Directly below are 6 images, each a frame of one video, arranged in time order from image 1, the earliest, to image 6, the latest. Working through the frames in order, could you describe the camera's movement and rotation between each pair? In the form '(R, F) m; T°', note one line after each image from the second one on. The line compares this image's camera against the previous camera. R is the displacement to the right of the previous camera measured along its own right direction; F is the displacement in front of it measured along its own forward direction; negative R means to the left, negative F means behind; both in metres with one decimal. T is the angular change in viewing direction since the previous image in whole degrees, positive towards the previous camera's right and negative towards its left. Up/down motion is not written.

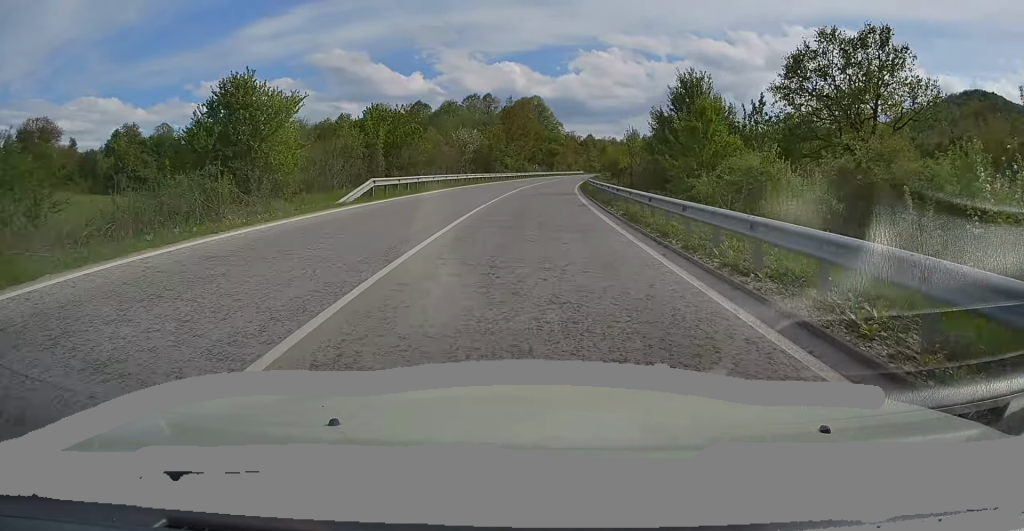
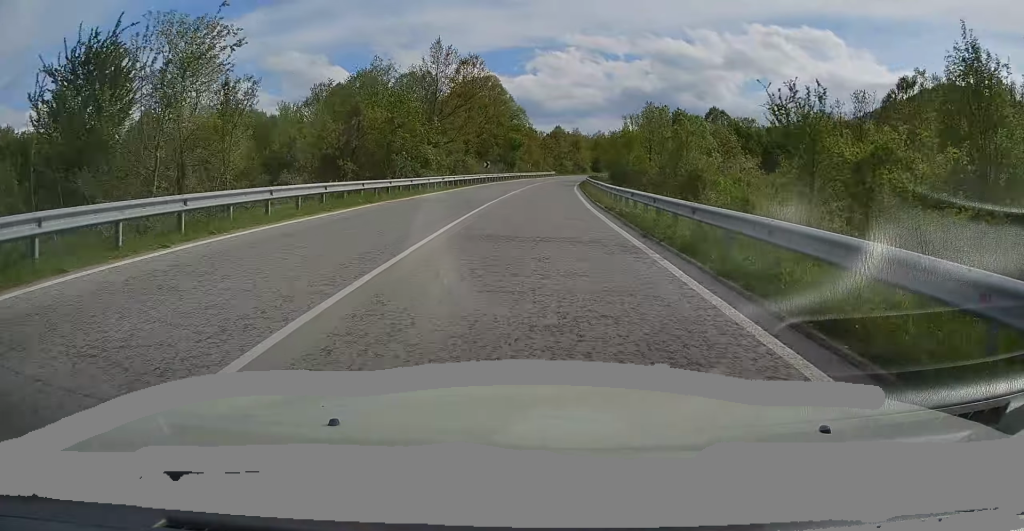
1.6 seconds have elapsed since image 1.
(+1.3, +41.2) m; +4°
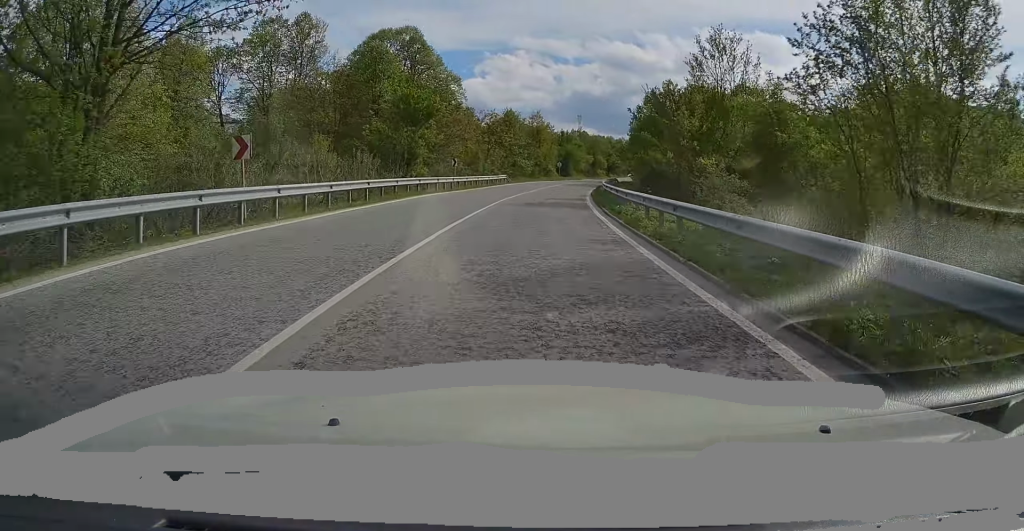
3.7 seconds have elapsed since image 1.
(+2.1, +51.0) m; +5°
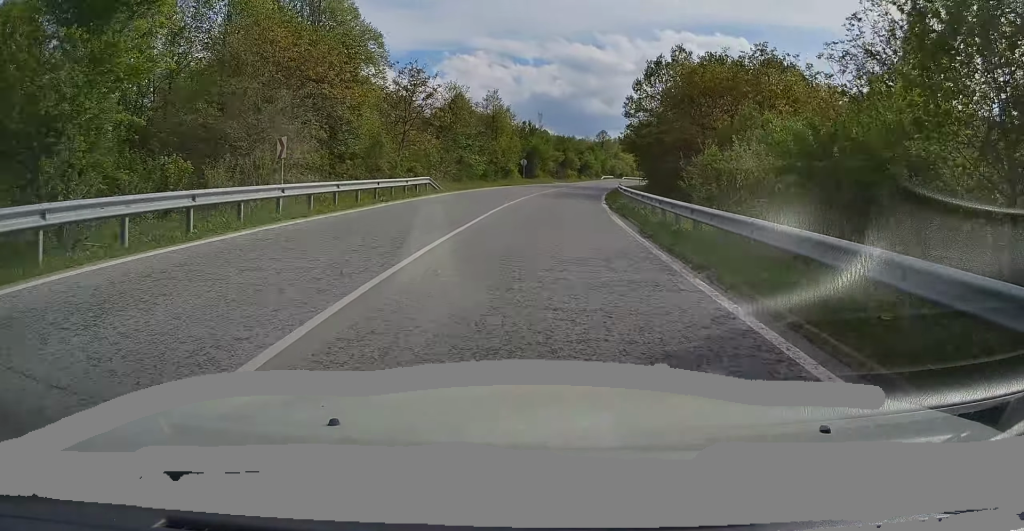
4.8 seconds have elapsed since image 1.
(+0.9, +28.2) m; +3°
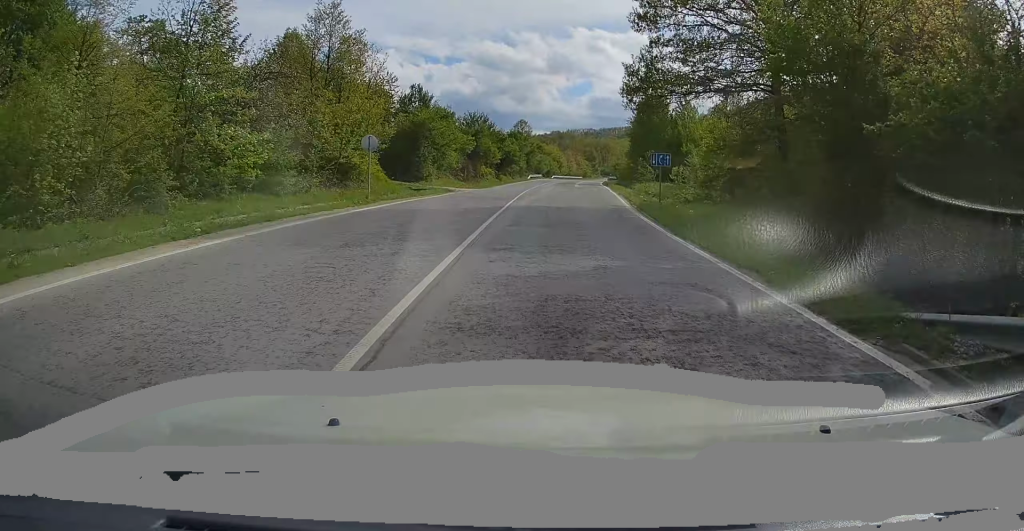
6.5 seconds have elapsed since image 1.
(+2.1, +43.1) m; +7°
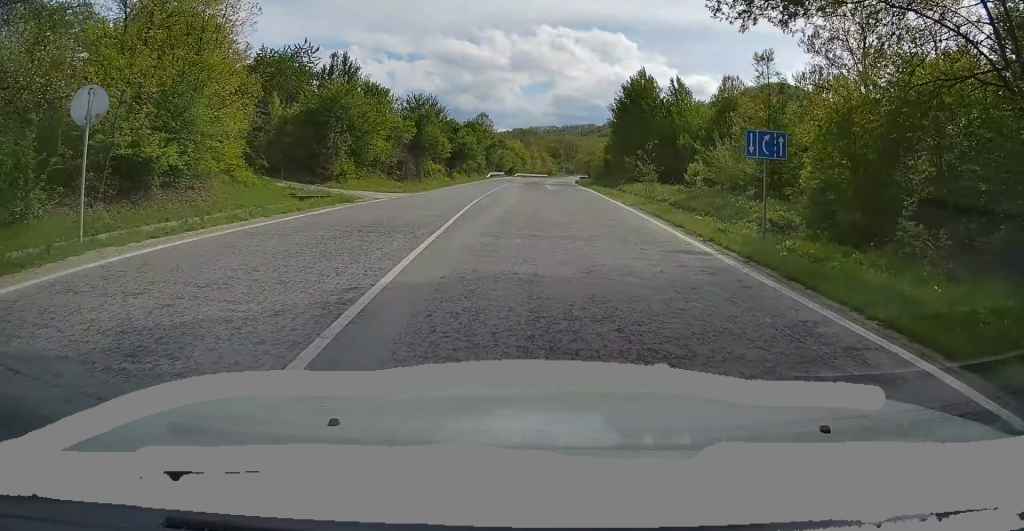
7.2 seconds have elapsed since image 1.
(+0.8, +16.4) m; +3°
